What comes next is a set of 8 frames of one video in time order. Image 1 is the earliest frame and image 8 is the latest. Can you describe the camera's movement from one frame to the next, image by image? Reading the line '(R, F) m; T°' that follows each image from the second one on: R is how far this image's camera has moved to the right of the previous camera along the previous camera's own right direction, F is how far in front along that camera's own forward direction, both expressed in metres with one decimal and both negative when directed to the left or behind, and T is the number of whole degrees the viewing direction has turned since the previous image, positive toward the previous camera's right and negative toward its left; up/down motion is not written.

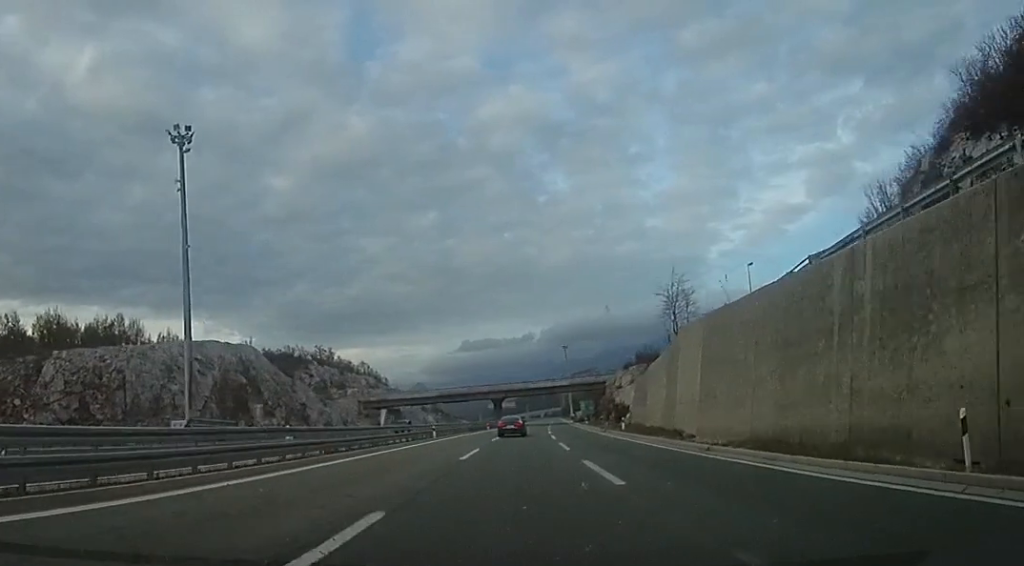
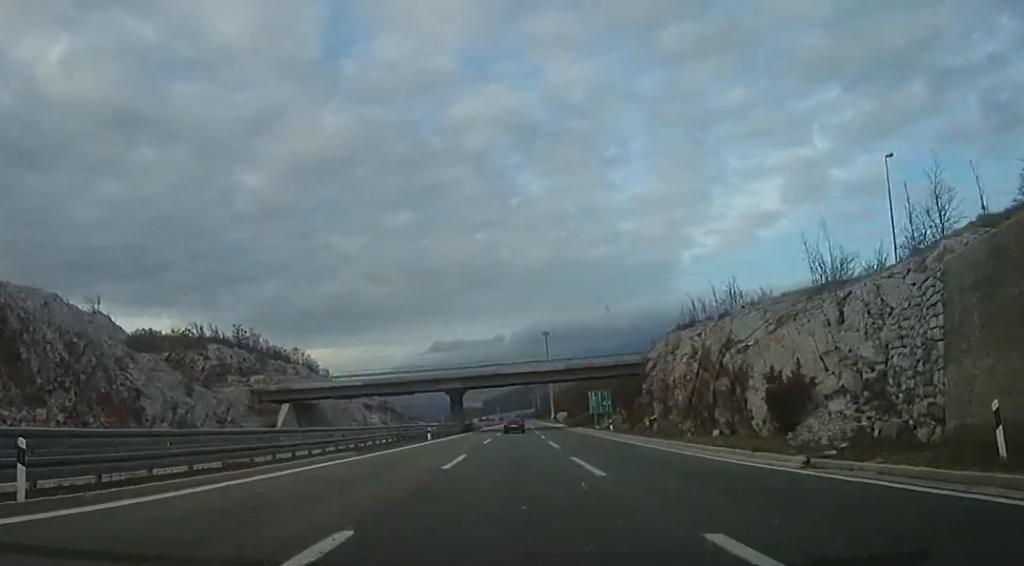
(+0.9, +37.0) m; +3°
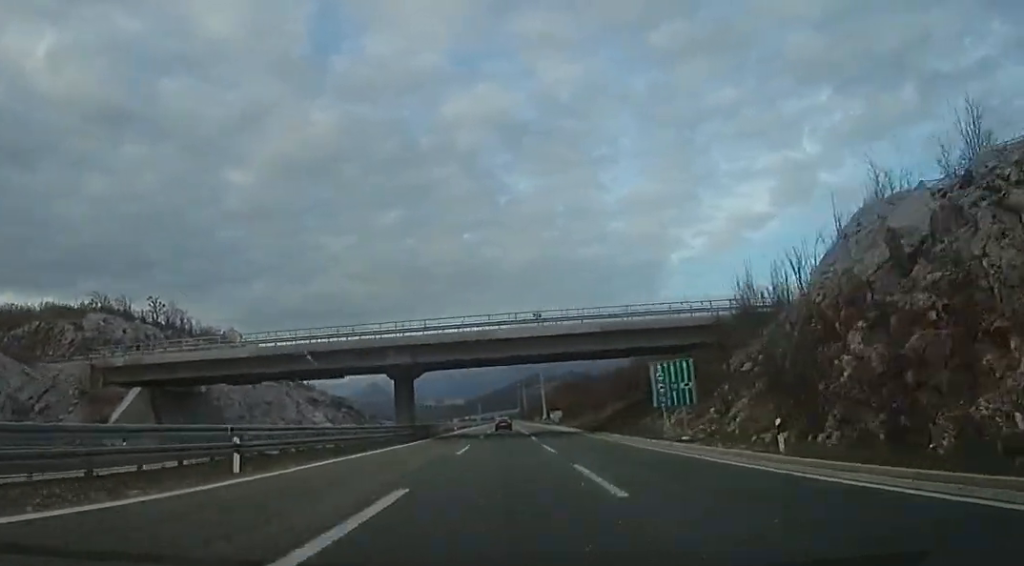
(+0.5, +29.3) m; +3°
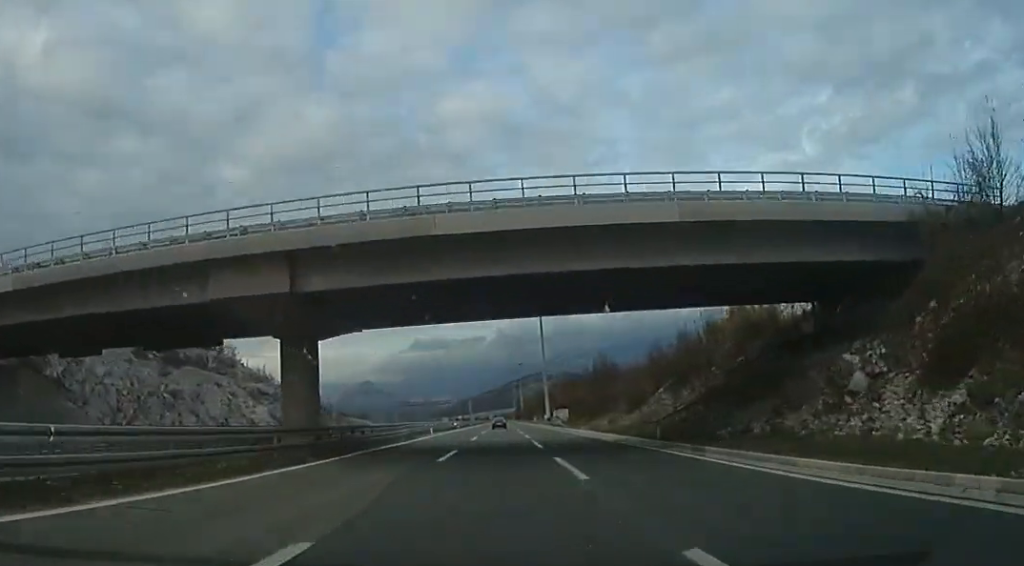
(+0.4, +23.2) m; +2°
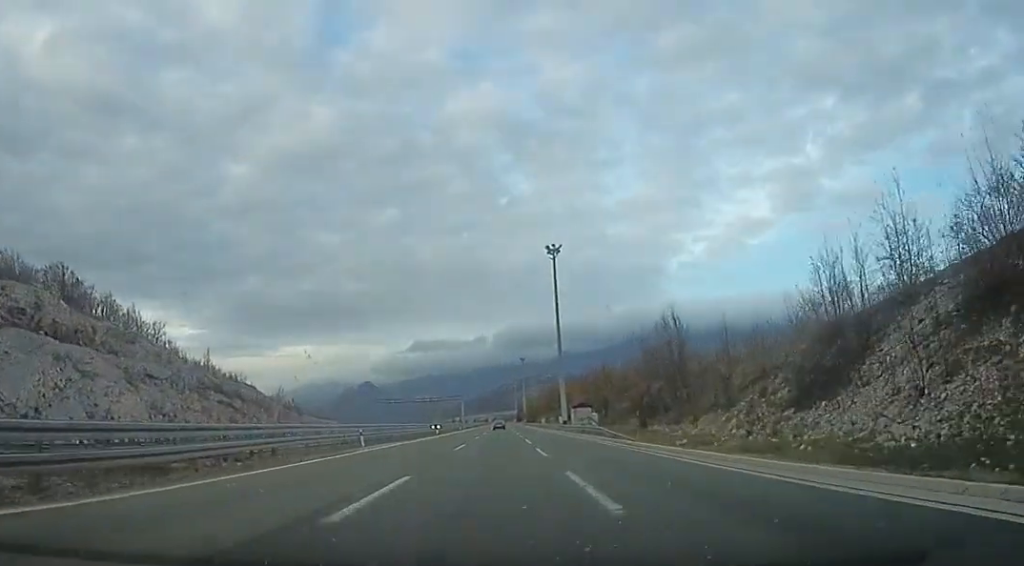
(+0.3, +30.6) m; -1°
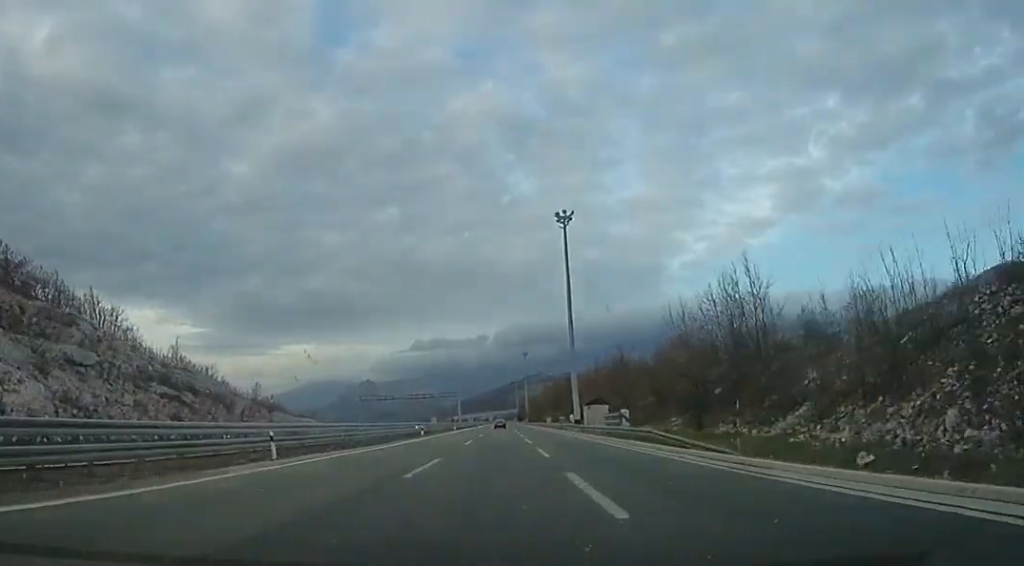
(-0.2, +13.1) m; -1°
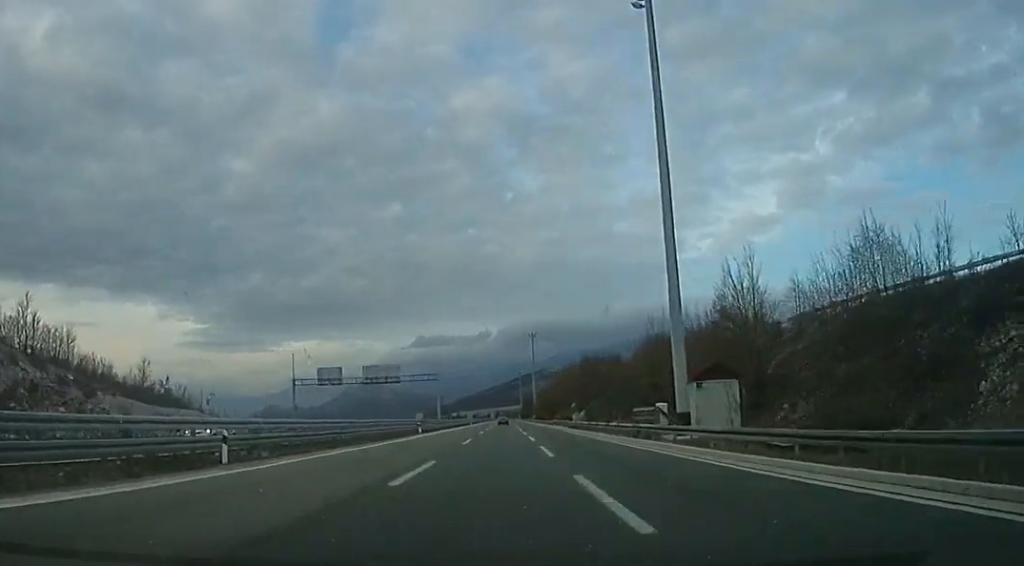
(-0.7, +39.6) m; 0°
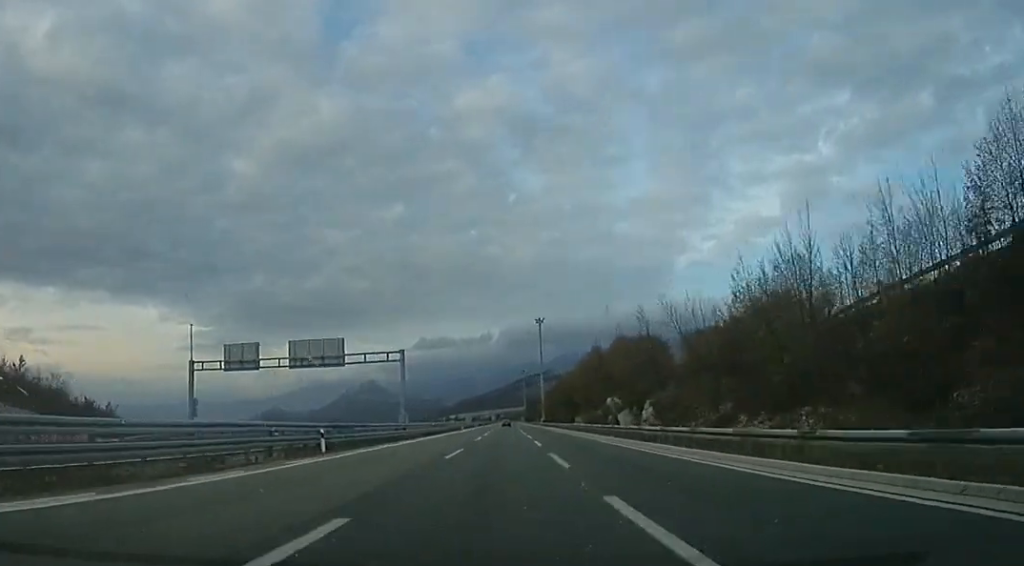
(+0.6, +28.7) m; +1°
